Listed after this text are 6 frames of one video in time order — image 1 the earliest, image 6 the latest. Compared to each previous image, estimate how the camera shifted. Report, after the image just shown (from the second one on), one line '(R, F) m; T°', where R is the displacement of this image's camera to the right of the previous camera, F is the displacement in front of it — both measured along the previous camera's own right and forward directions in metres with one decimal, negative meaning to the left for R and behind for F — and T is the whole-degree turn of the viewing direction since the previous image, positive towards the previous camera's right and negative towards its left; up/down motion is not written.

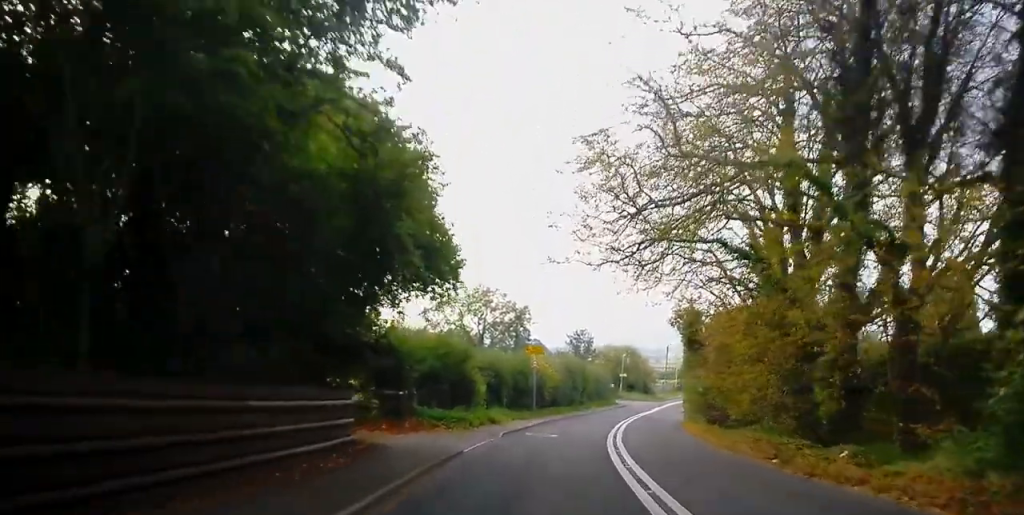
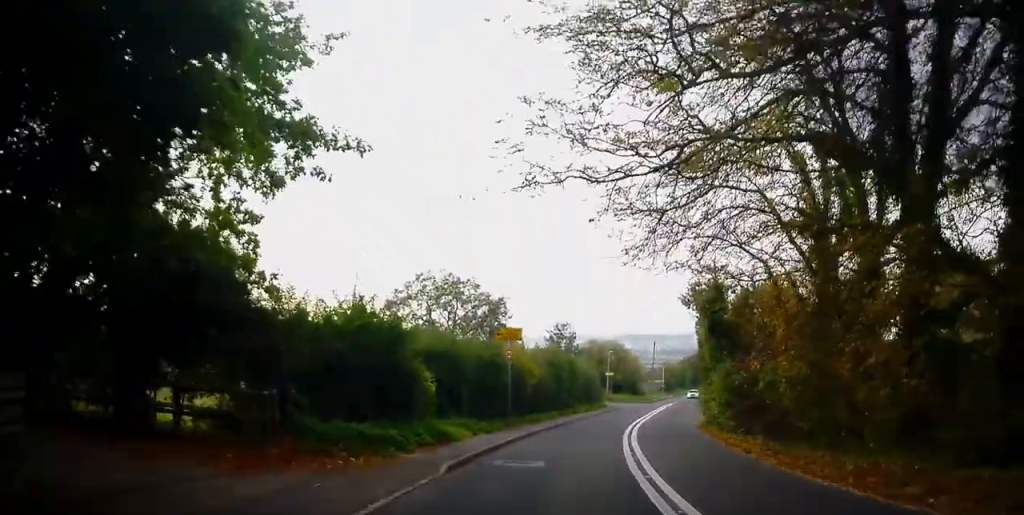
(+0.2, +9.6) m; +1°
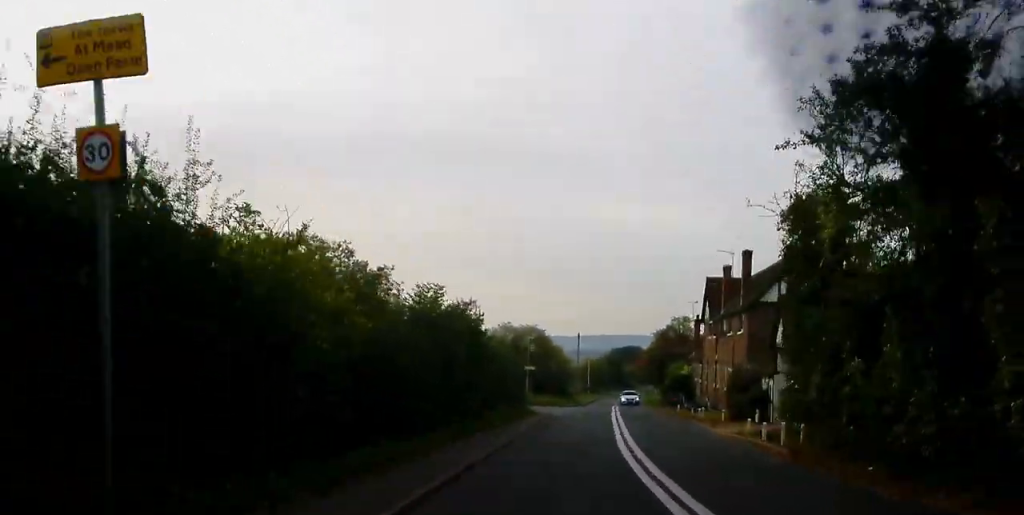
(+0.7, +20.9) m; +8°
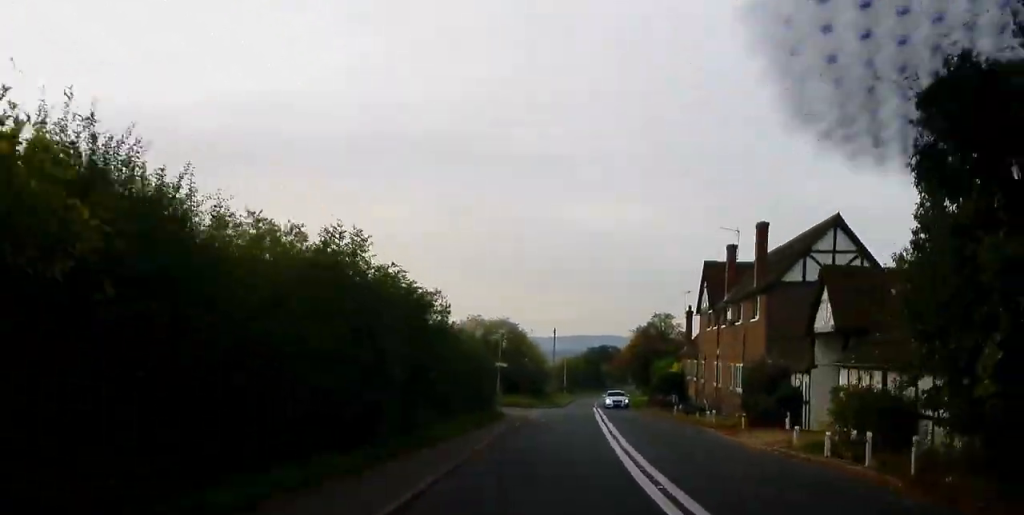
(+0.3, +6.5) m; +4°
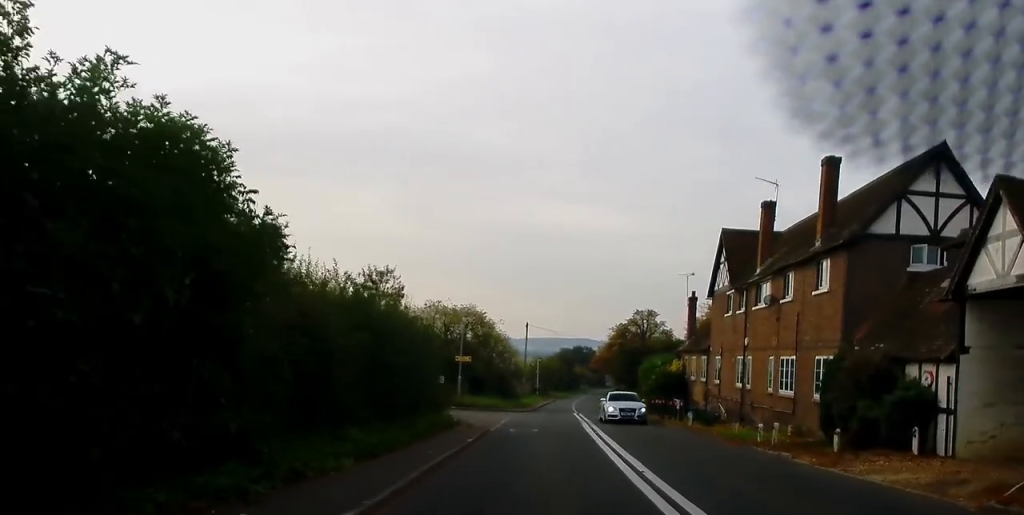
(+0.2, +9.8) m; +3°
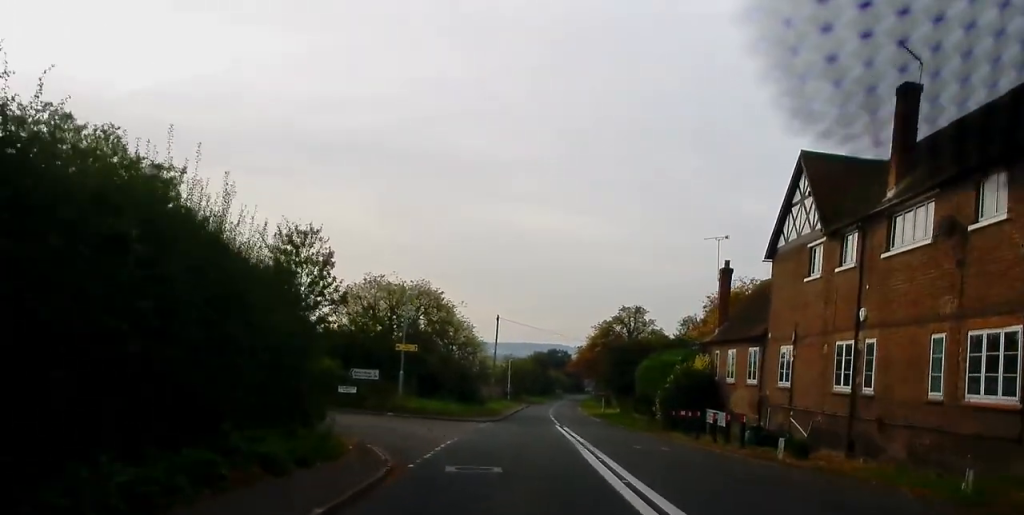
(+0.6, +12.7) m; +4°
